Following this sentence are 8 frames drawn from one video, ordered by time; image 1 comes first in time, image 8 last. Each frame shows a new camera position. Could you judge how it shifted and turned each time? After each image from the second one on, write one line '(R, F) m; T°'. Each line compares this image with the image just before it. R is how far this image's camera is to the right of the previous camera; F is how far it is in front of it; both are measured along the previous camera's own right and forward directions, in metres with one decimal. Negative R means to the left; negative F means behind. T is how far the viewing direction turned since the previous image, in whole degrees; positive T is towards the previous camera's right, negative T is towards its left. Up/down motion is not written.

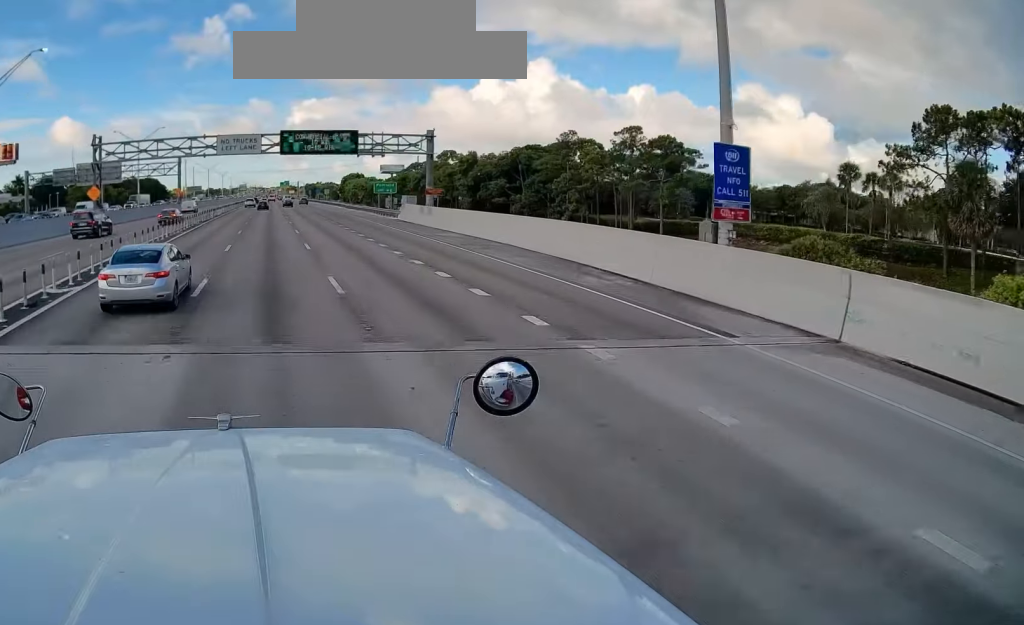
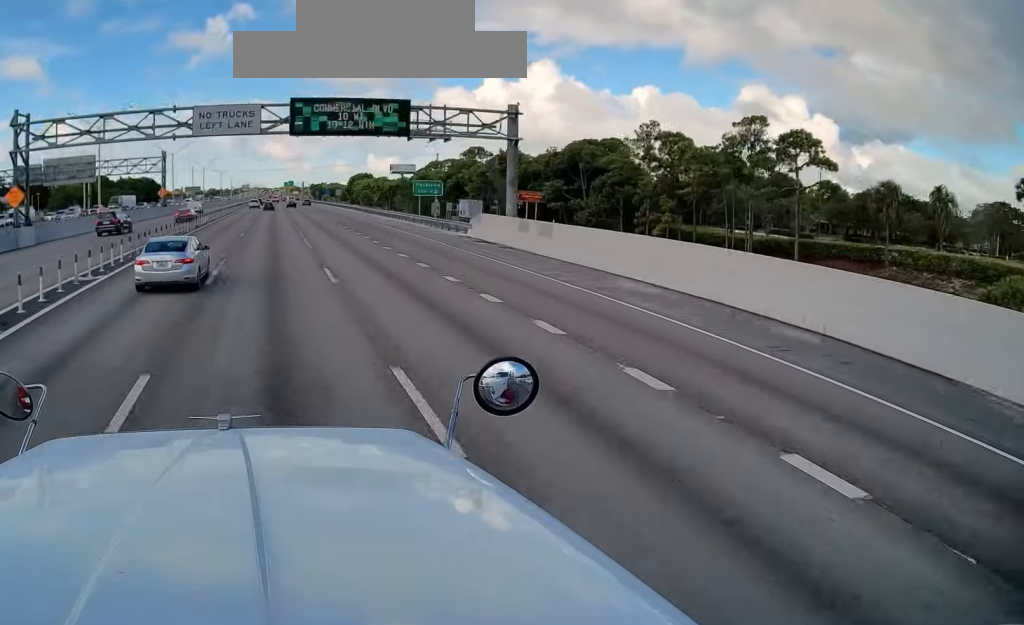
(-0.2, +19.5) m; 0°
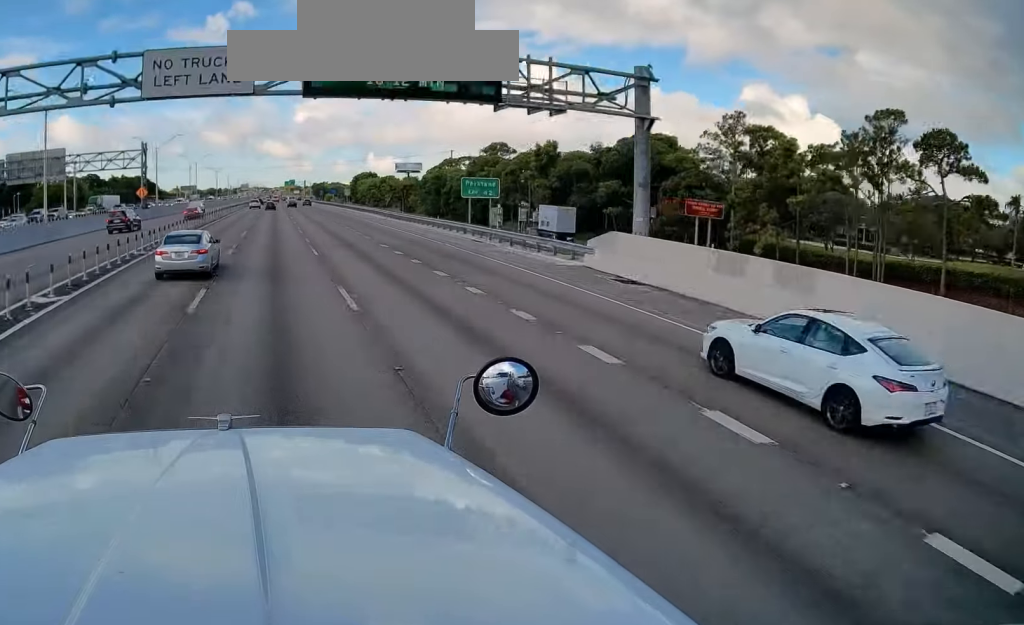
(-0.1, +13.7) m; 0°
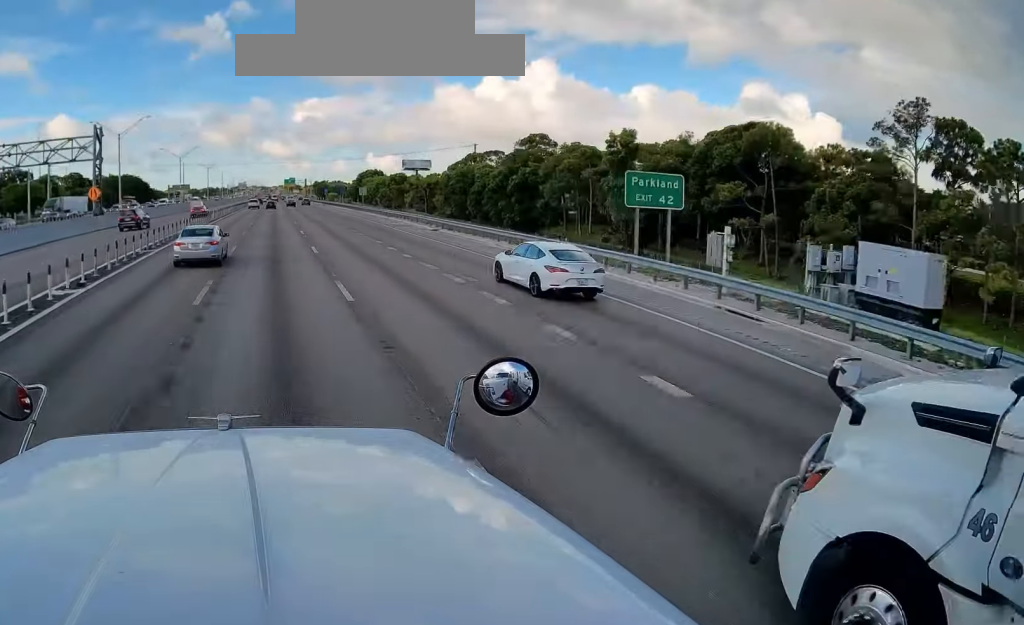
(+0.2, +19.3) m; +2°
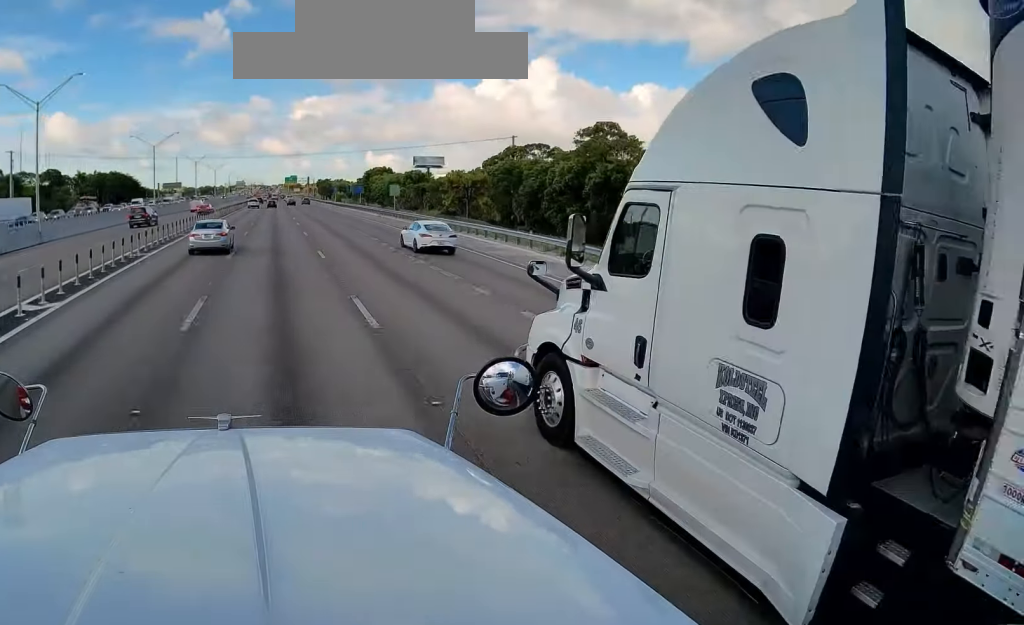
(+0.3, +23.8) m; 0°
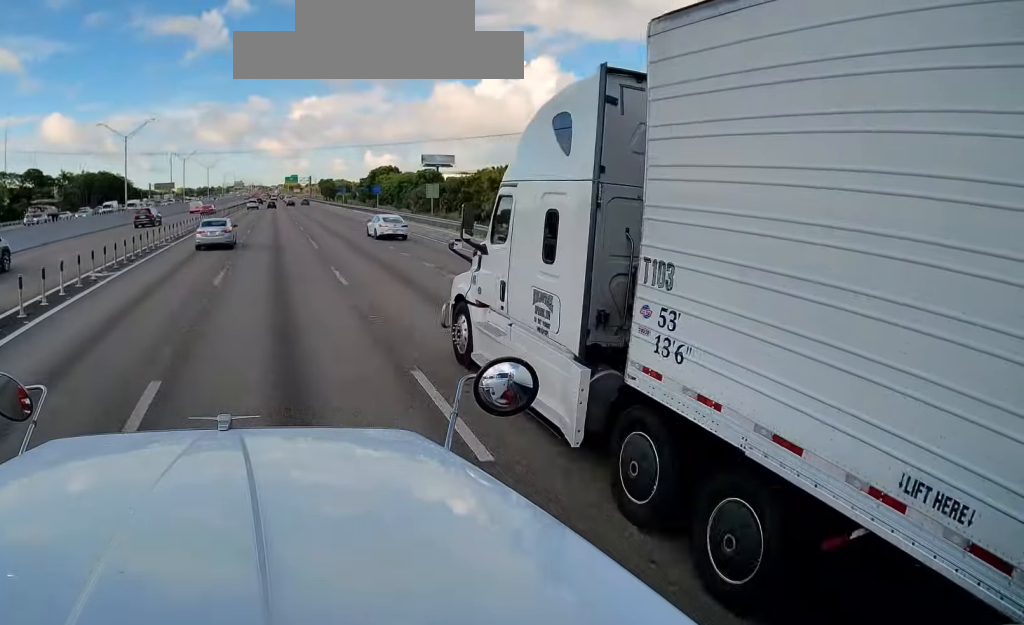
(-0.2, +17.7) m; 0°
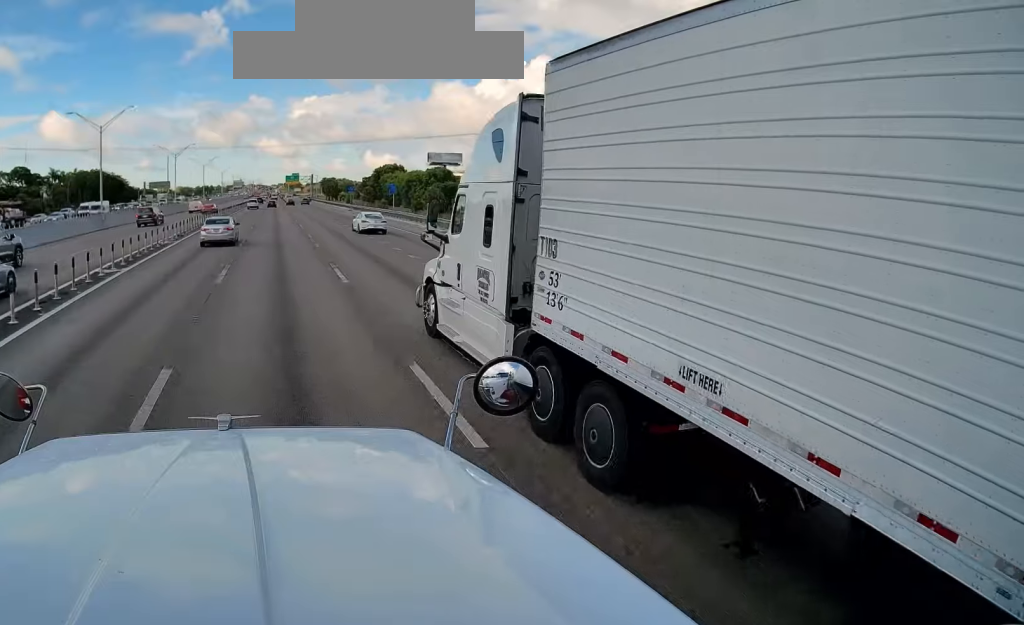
(+0.1, +11.3) m; 0°
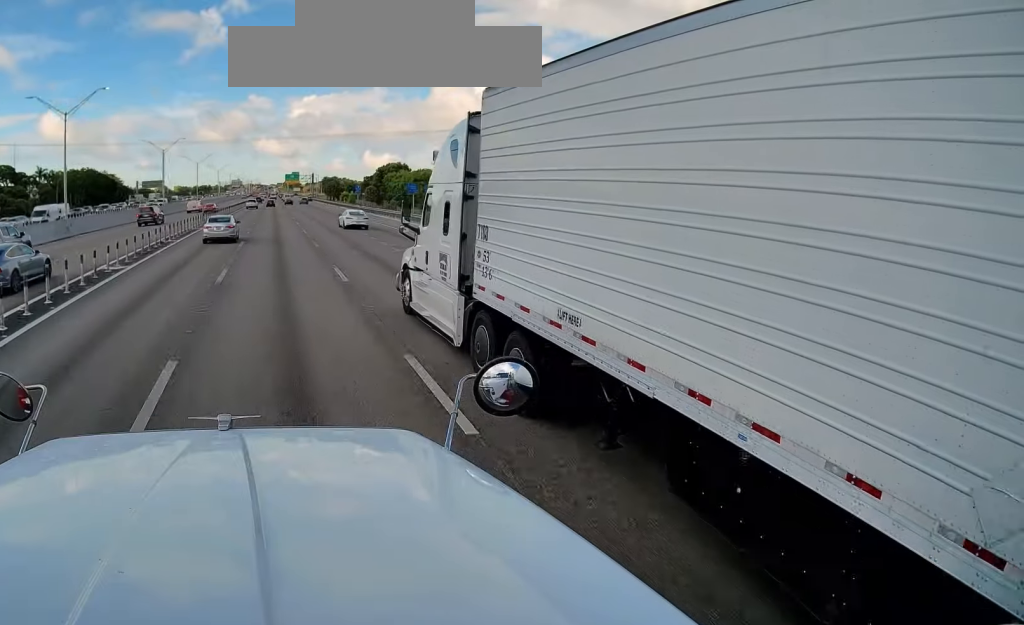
(+0.1, +11.3) m; 0°
